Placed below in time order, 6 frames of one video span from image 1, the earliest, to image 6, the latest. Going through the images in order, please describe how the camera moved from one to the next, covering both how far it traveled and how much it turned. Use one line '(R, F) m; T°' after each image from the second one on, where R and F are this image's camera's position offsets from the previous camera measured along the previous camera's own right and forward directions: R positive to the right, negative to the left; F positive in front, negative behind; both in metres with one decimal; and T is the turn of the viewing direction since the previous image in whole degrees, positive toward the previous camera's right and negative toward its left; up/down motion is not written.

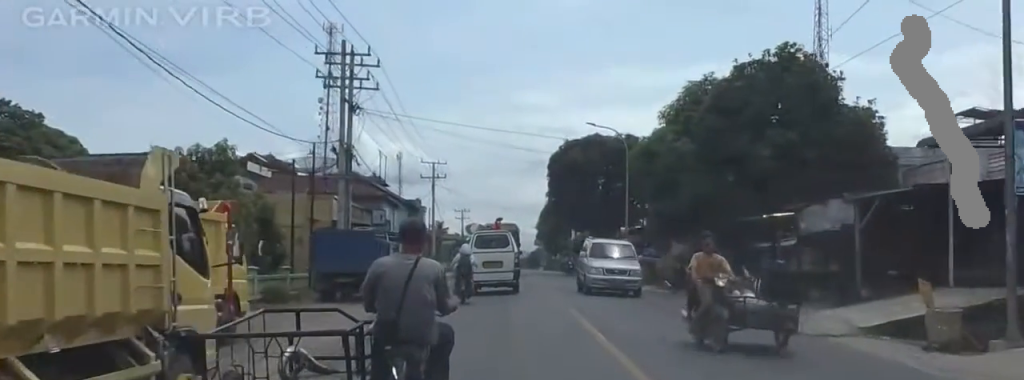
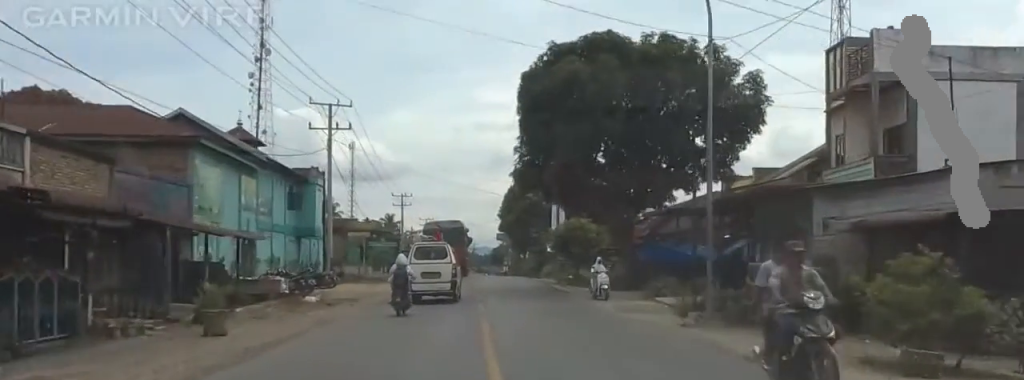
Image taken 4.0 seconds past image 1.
(+1.6, +32.4) m; 0°
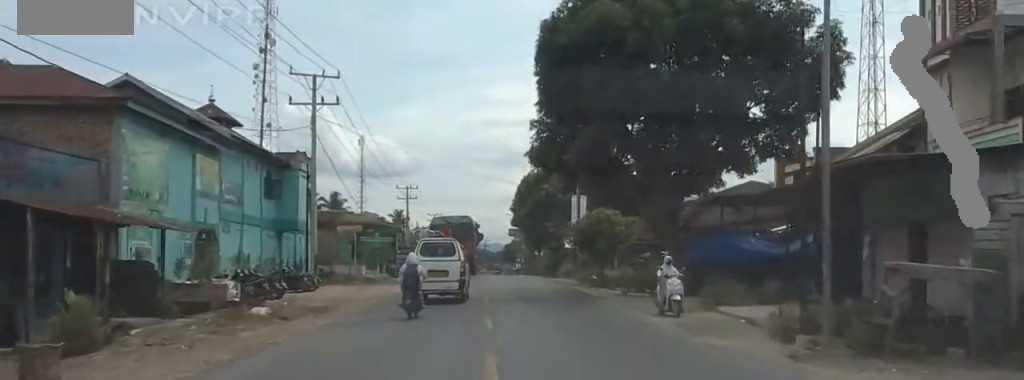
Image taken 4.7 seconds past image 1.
(+0.1, +5.8) m; +1°
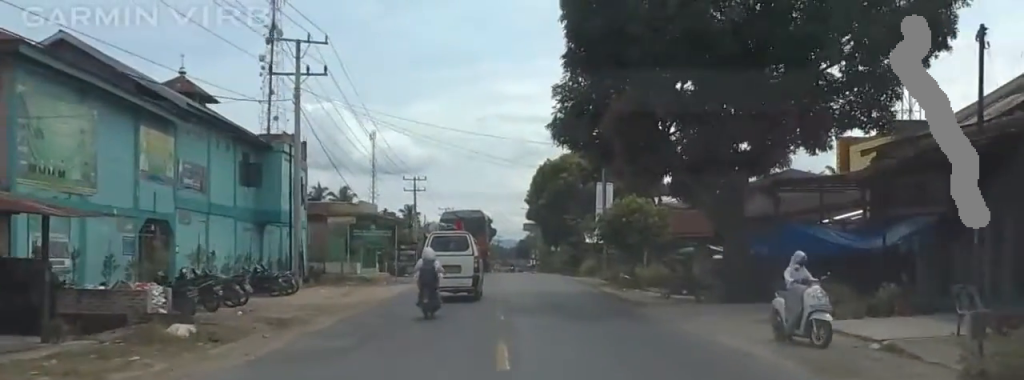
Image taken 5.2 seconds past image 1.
(-0.5, +5.0) m; +2°
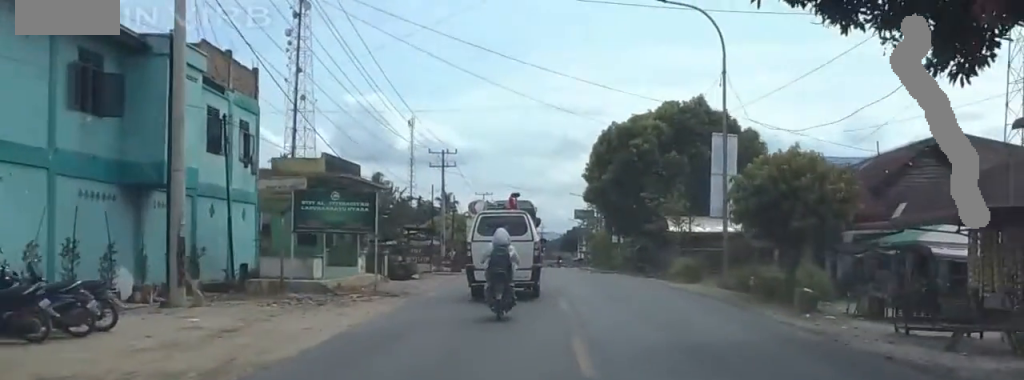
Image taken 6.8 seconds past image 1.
(+0.5, +14.9) m; -1°
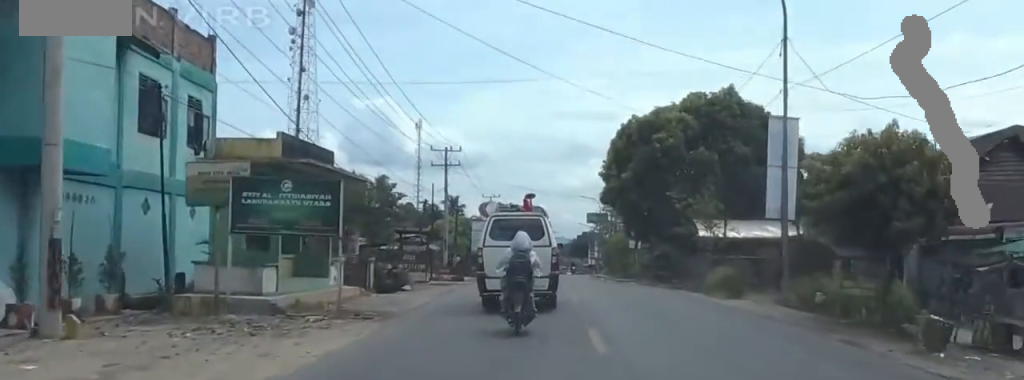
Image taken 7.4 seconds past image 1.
(-0.6, +4.8) m; -1°
